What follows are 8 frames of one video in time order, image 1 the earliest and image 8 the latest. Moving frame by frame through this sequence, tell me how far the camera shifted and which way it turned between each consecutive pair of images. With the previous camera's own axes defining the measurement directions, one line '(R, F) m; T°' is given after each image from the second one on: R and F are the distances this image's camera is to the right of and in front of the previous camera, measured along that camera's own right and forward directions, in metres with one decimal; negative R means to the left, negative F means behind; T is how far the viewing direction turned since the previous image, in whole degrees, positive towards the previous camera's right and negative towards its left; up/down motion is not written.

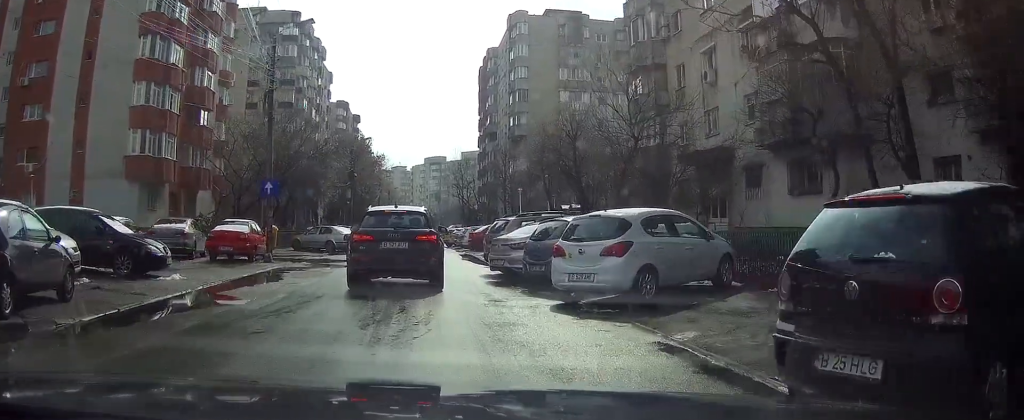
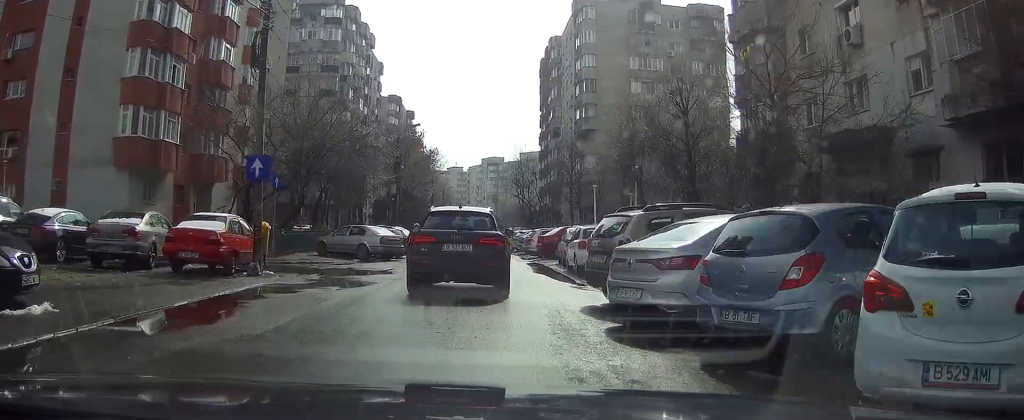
(-0.3, +7.9) m; -4°
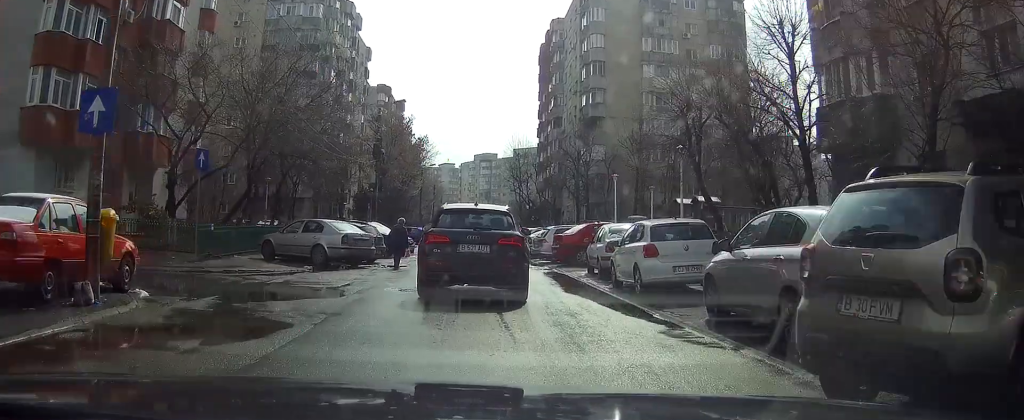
(-0.2, +8.0) m; 0°
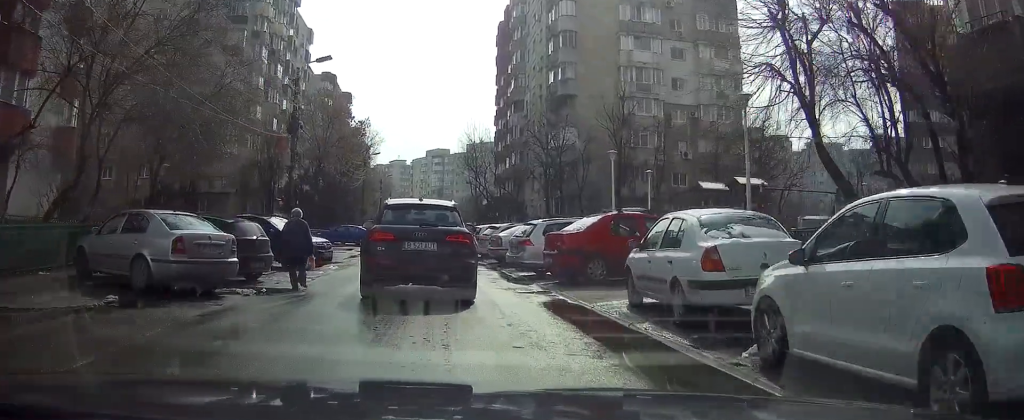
(+0.6, +10.3) m; +5°
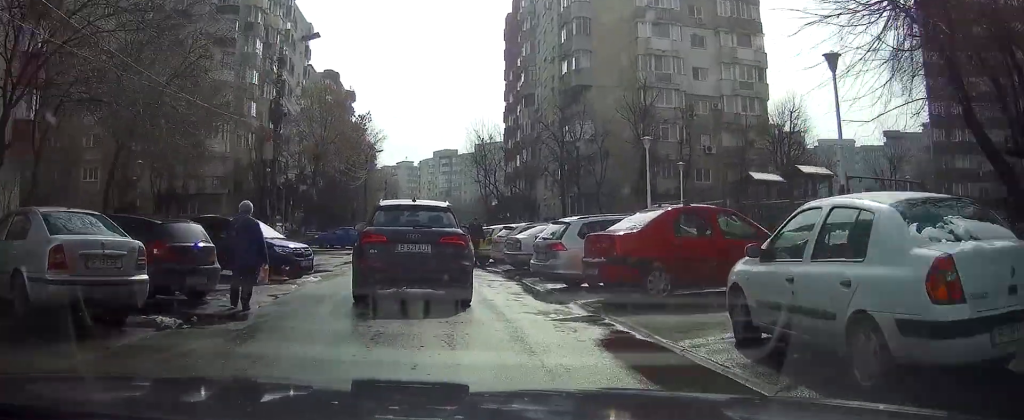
(+0.1, +4.3) m; -1°
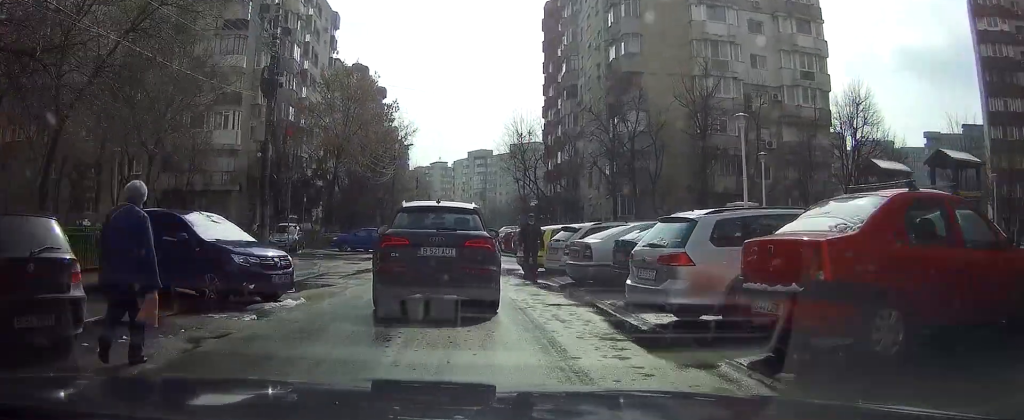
(-0.2, +5.7) m; -4°
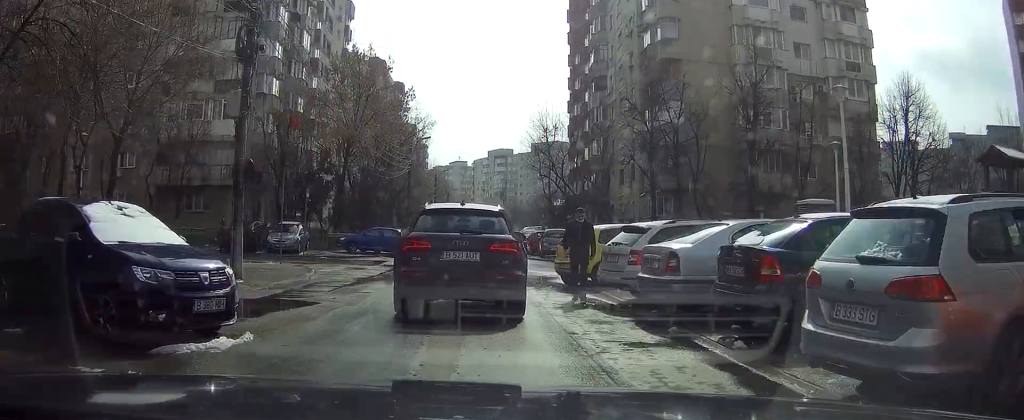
(-0.2, +4.5) m; -3°
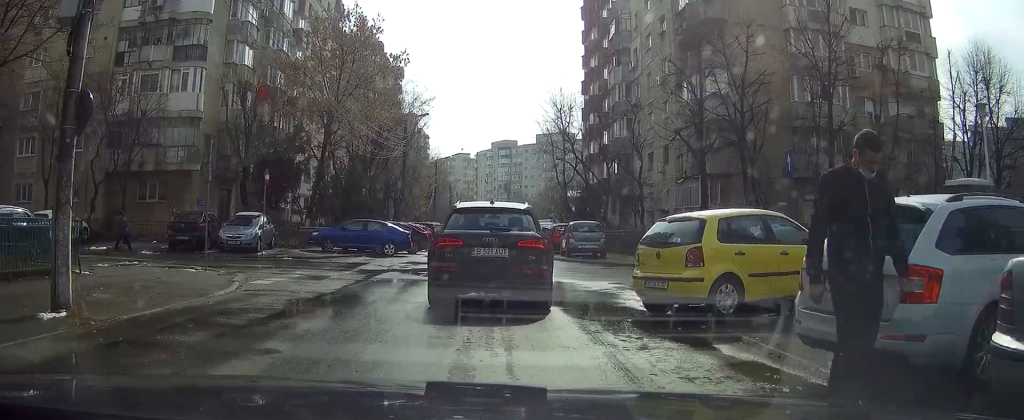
(-0.1, +8.0) m; +1°
